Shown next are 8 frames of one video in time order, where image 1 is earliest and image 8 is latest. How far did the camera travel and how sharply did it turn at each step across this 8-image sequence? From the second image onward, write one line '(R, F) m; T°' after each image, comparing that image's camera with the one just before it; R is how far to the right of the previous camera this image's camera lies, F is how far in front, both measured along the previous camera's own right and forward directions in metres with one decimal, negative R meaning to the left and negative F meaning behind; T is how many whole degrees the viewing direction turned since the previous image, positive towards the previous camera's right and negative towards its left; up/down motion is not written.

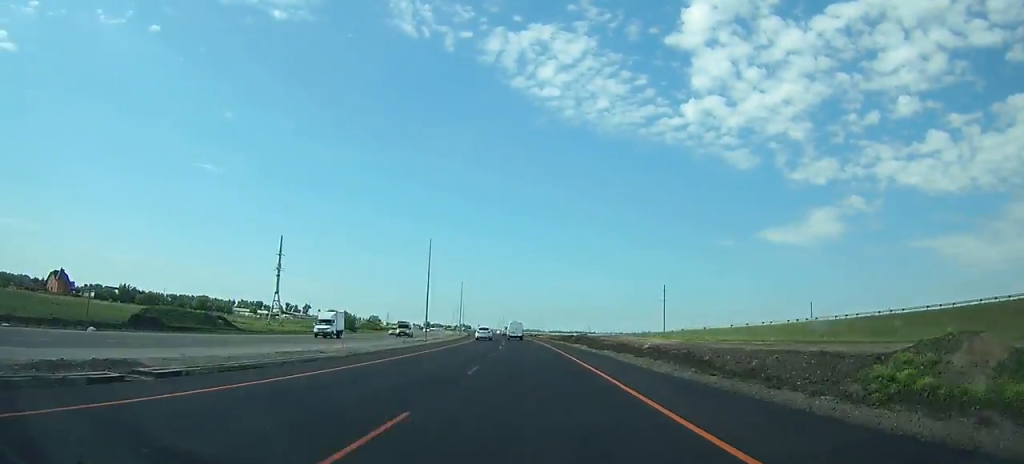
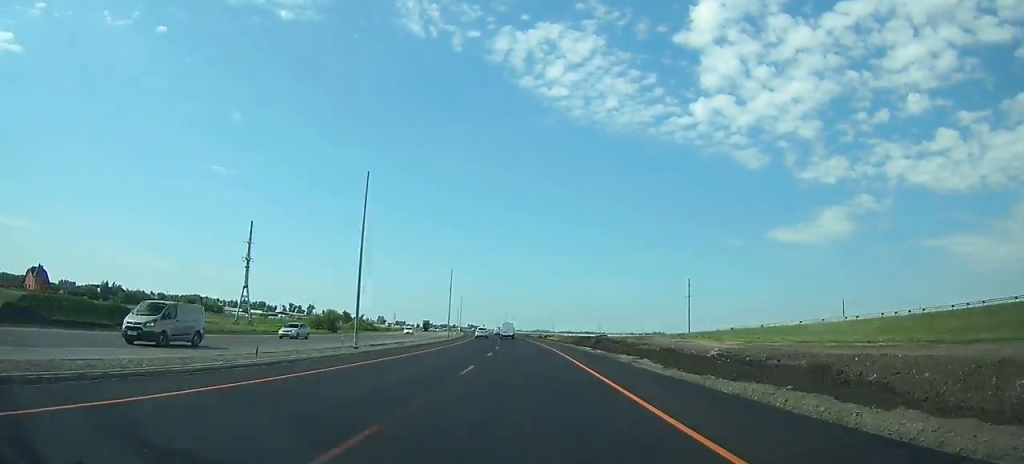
(-0.4, +24.5) m; -1°
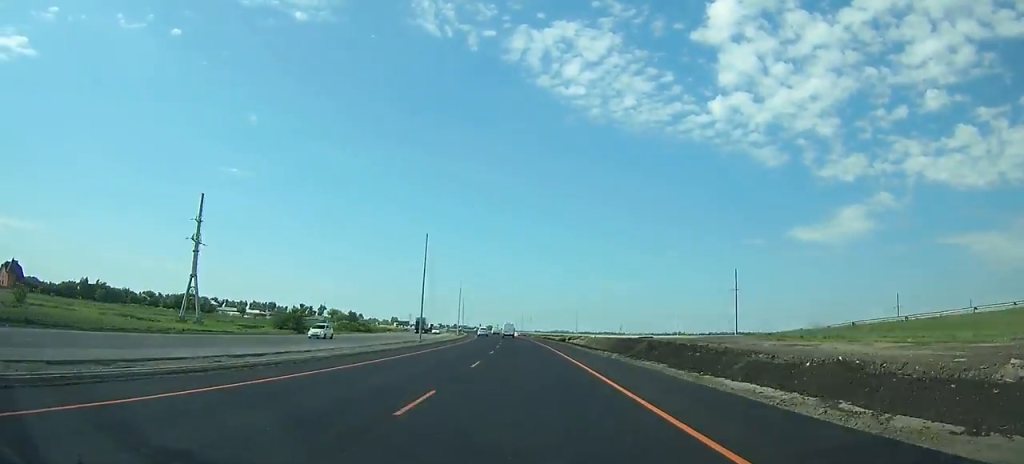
(-0.4, +32.6) m; -2°
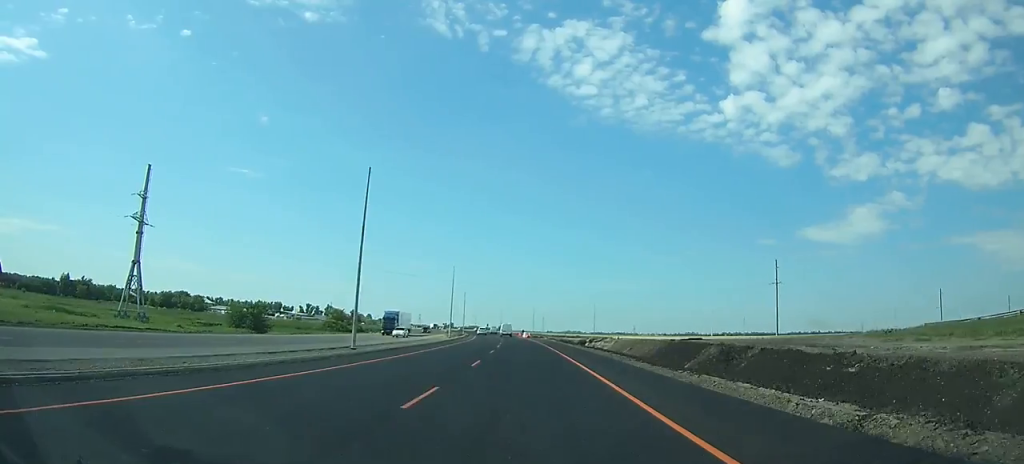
(-0.1, +24.3) m; -1°
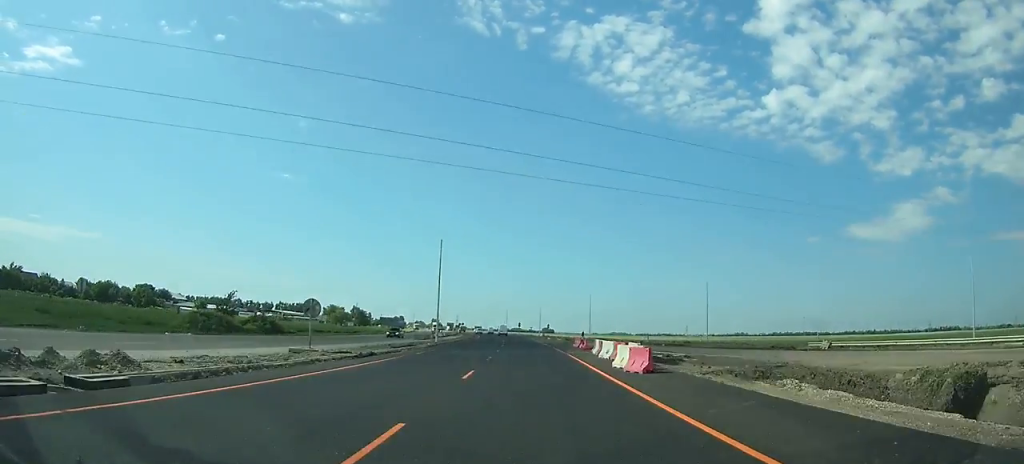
(-3.8, +84.1) m; -5°
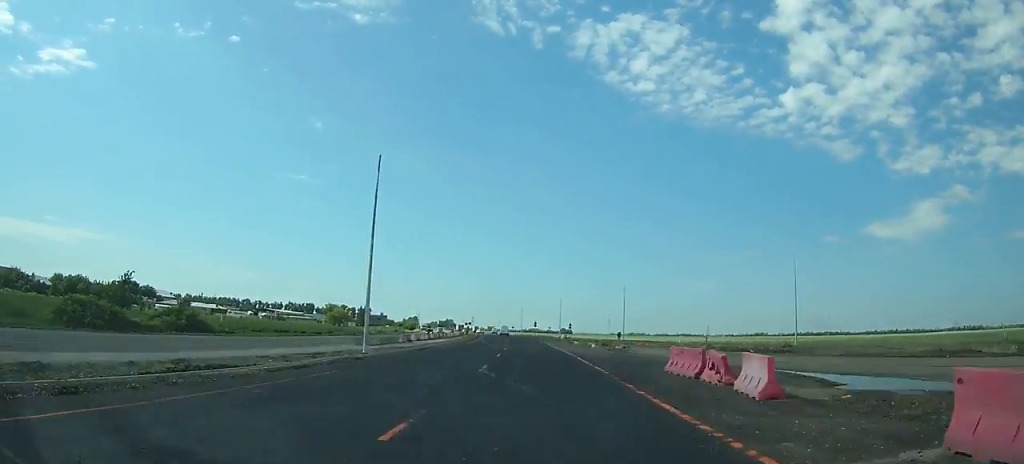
(-0.7, +29.3) m; -2°
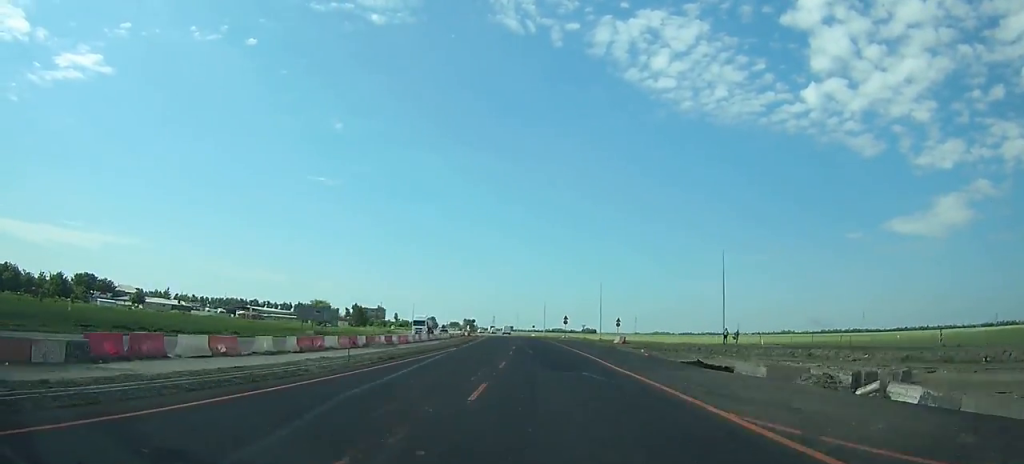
(-0.9, +46.4) m; -2°
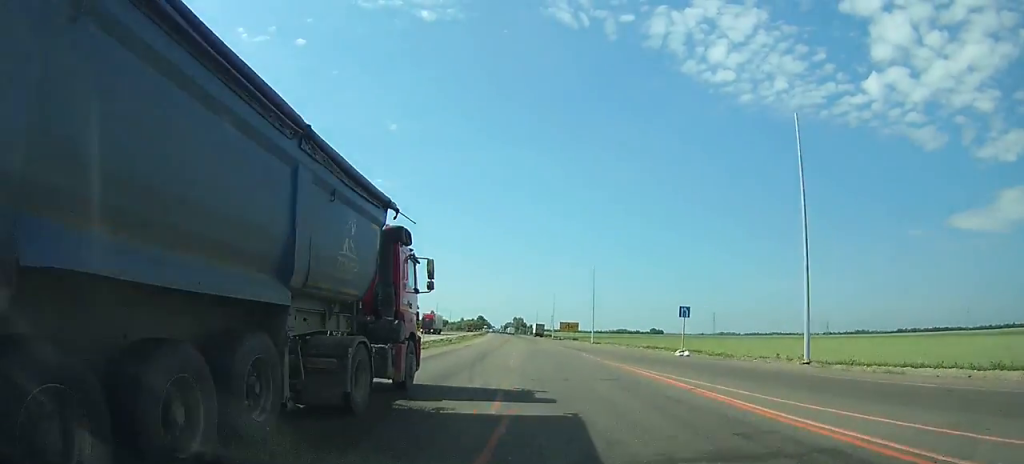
(-5.9, +134.1) m; -6°
